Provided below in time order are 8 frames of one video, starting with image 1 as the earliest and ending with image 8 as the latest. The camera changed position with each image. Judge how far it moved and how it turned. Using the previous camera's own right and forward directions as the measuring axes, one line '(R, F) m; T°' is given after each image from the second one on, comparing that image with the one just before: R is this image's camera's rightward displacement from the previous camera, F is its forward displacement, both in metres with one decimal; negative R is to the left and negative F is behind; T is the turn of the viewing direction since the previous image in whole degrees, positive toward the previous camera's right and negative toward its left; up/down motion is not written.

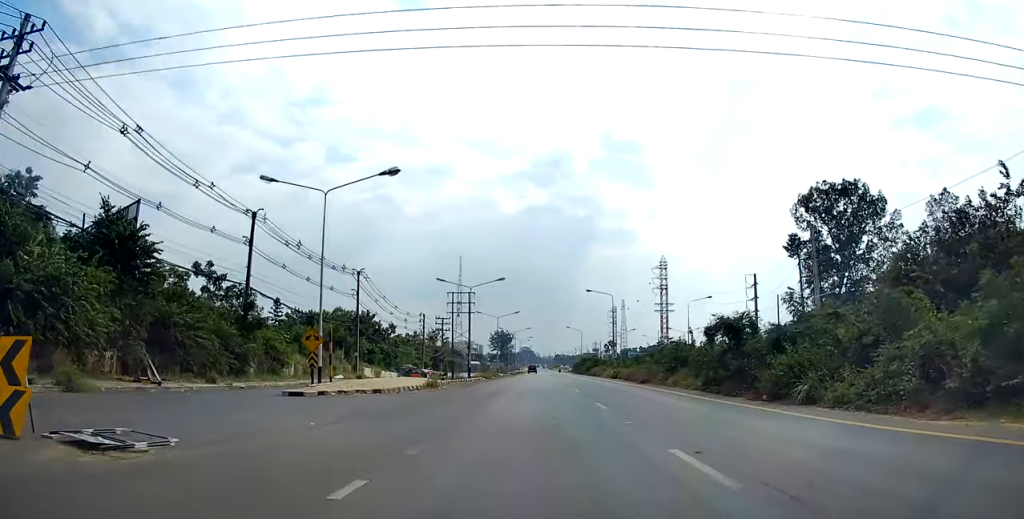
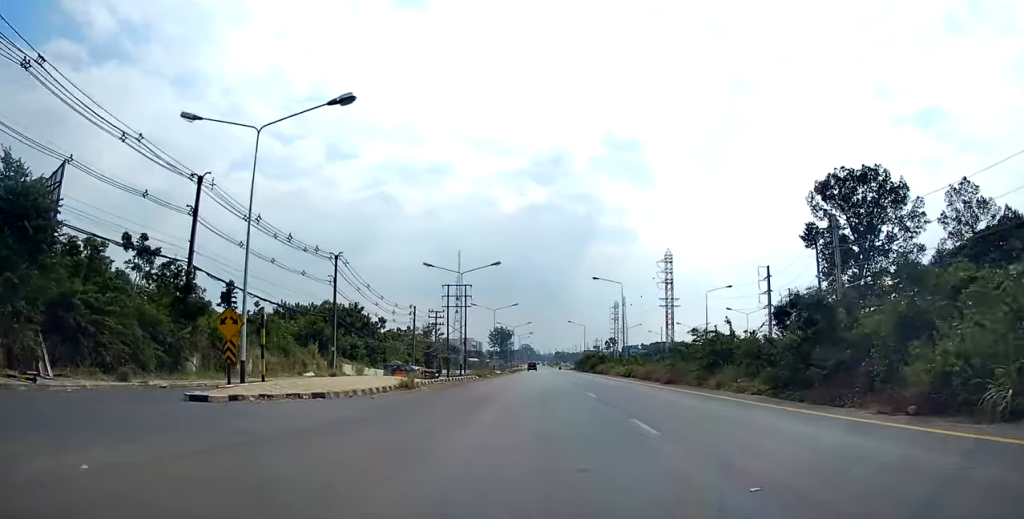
(0.0, +7.4) m; -1°
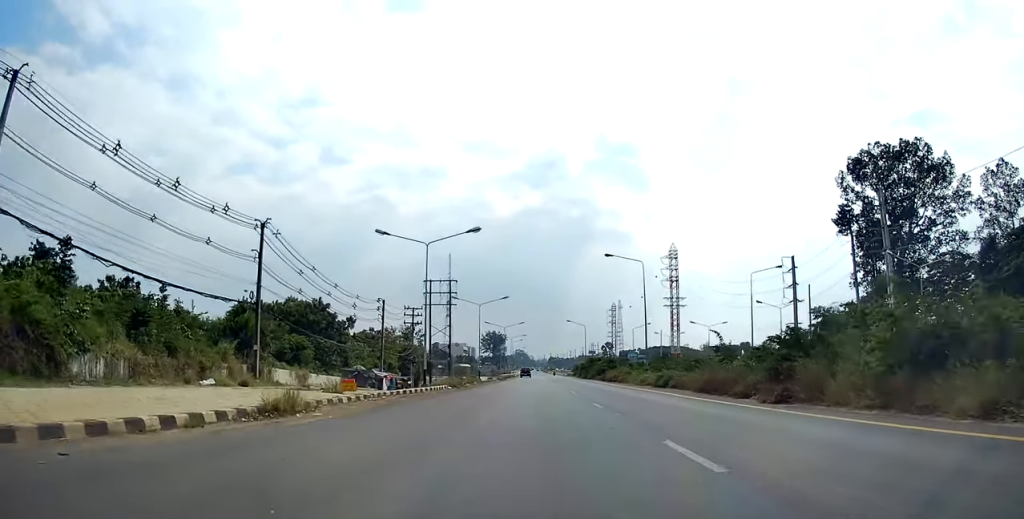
(-0.4, +15.2) m; -1°
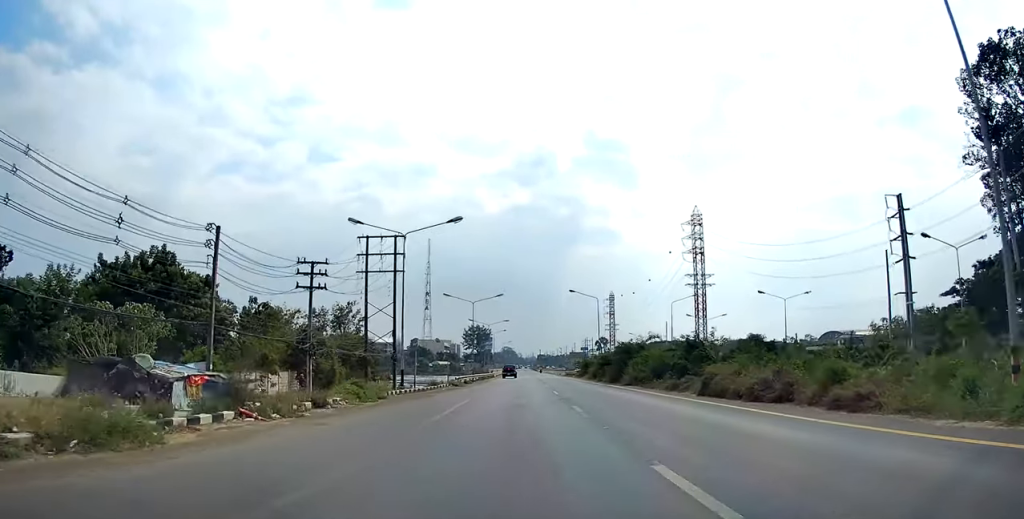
(+1.7, +38.6) m; +4°
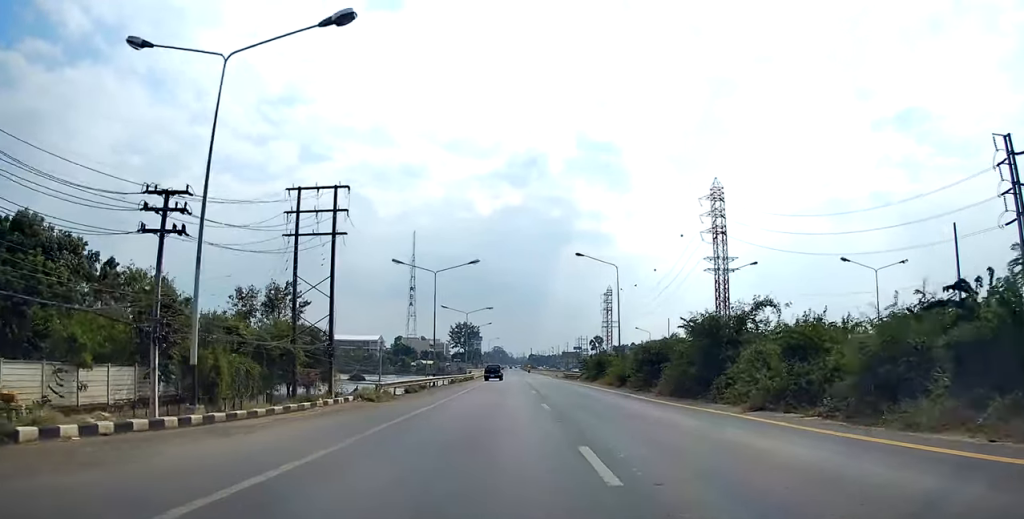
(+0.1, +22.0) m; +1°
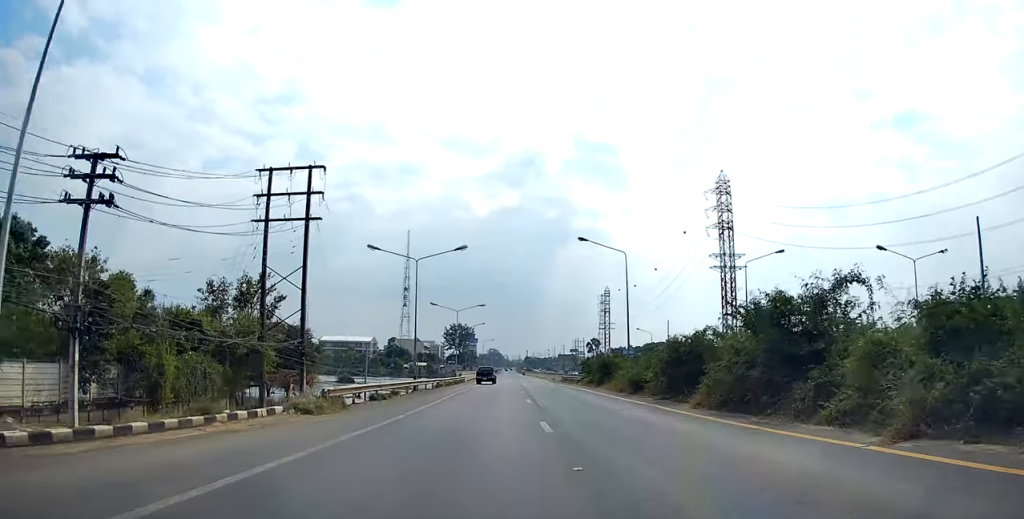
(0.0, +6.4) m; 0°
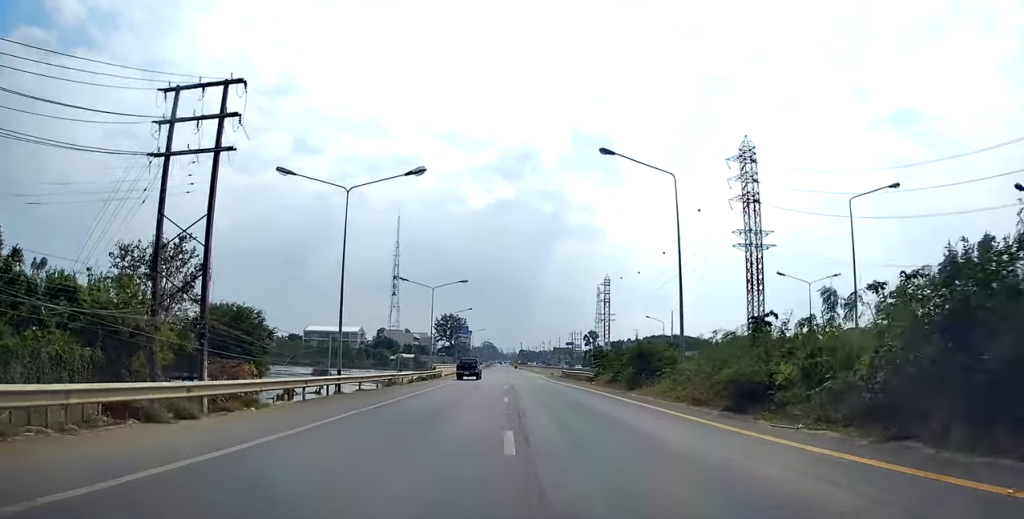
(0.0, +16.2) m; 0°
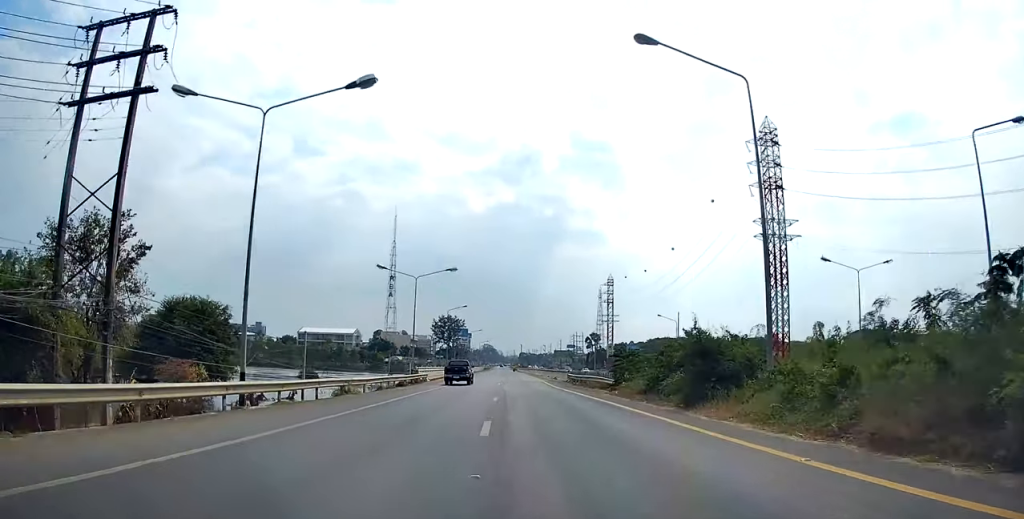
(0.0, +9.3) m; 0°
